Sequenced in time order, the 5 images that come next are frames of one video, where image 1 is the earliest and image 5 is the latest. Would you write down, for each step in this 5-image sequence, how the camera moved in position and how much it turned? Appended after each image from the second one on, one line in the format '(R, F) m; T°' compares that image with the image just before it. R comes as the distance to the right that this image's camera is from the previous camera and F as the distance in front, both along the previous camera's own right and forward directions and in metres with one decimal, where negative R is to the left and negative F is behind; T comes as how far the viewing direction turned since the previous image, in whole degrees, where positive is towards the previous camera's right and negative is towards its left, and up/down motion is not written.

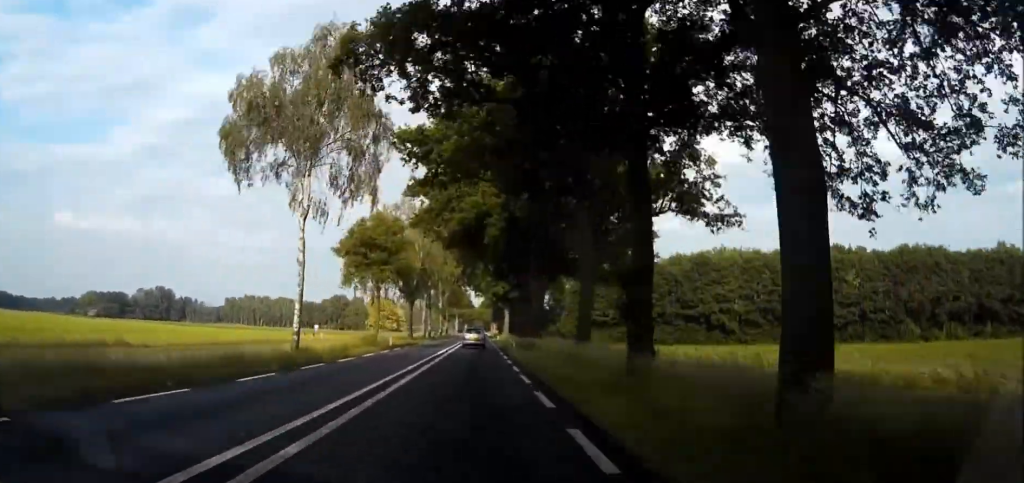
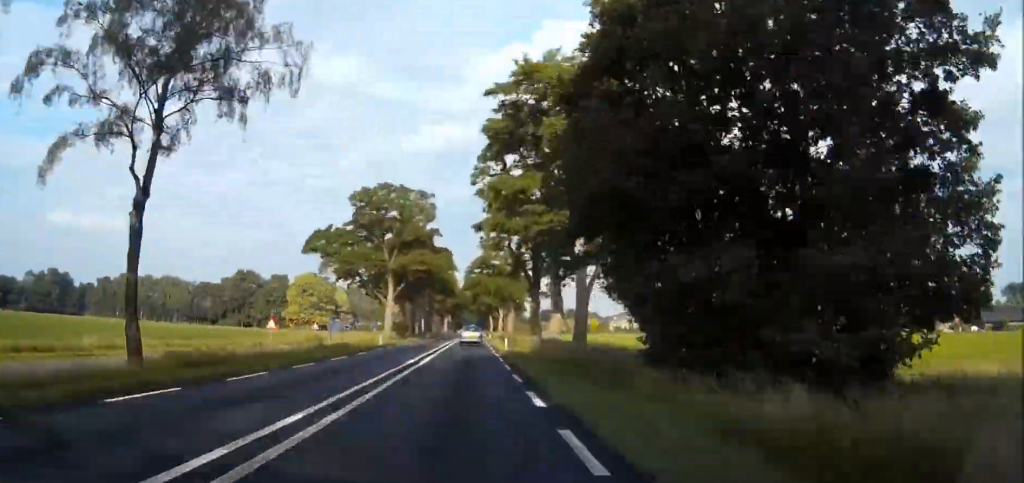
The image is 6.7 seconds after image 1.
(+1.2, +153.0) m; 0°
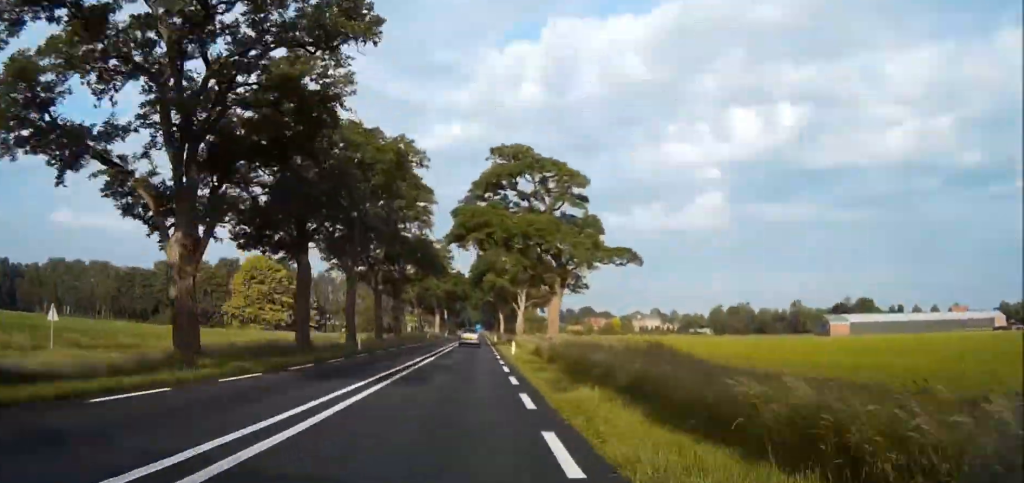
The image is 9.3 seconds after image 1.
(0.0, +58.8) m; 0°
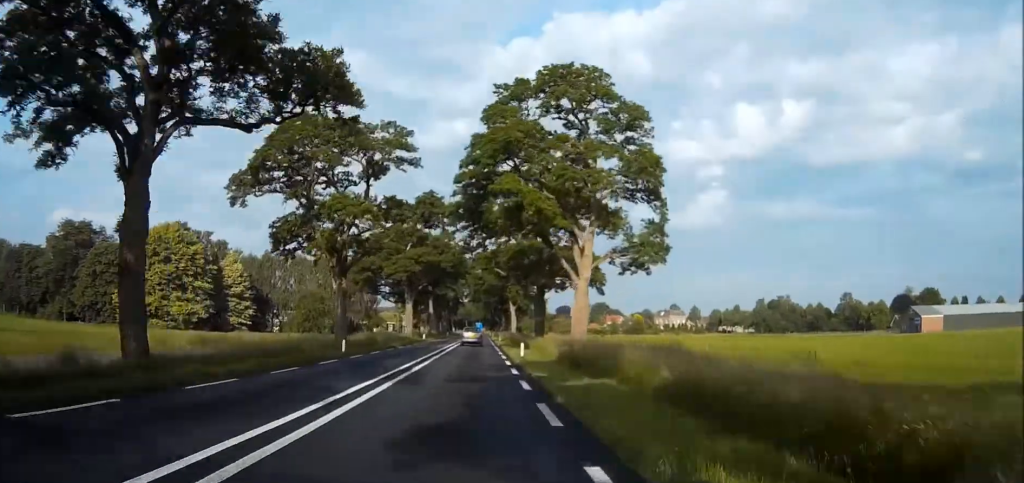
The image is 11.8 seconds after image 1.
(+0.1, +55.6) m; 0°
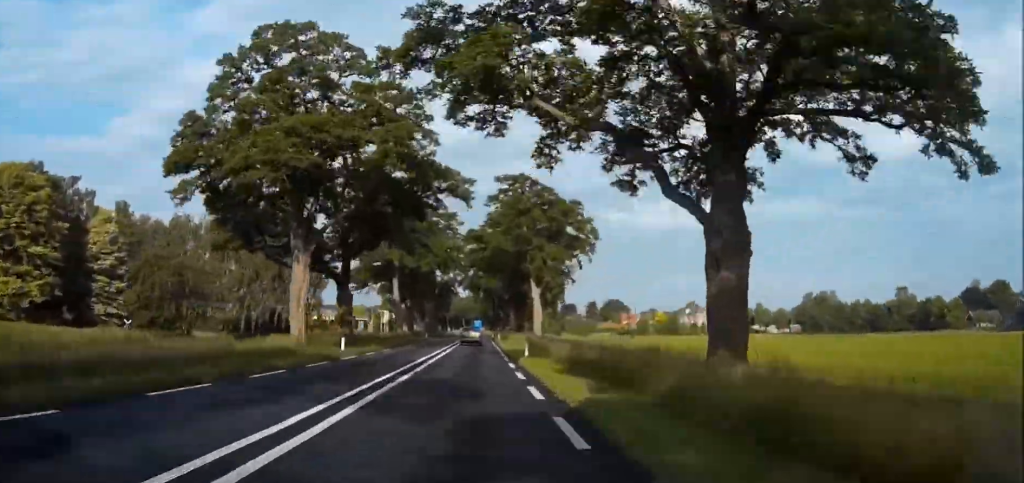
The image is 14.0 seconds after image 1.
(0.0, +49.5) m; 0°
